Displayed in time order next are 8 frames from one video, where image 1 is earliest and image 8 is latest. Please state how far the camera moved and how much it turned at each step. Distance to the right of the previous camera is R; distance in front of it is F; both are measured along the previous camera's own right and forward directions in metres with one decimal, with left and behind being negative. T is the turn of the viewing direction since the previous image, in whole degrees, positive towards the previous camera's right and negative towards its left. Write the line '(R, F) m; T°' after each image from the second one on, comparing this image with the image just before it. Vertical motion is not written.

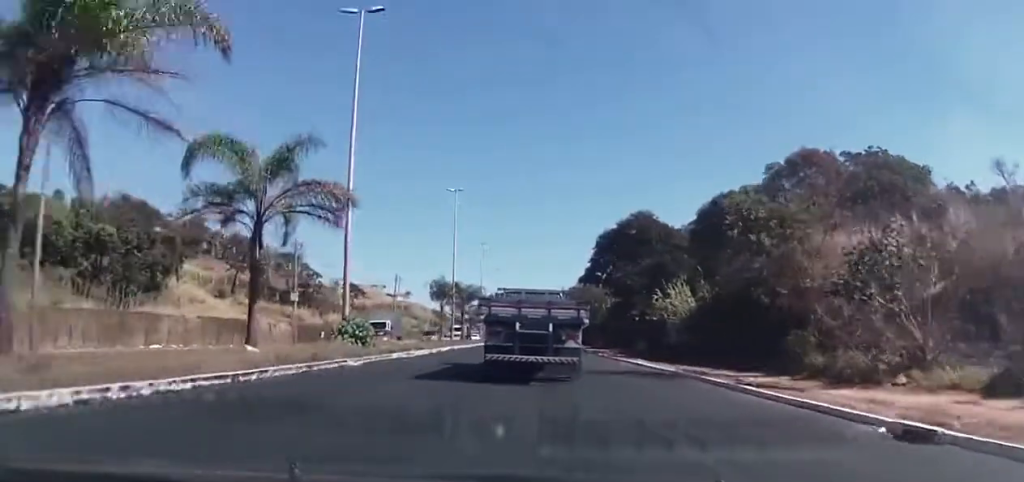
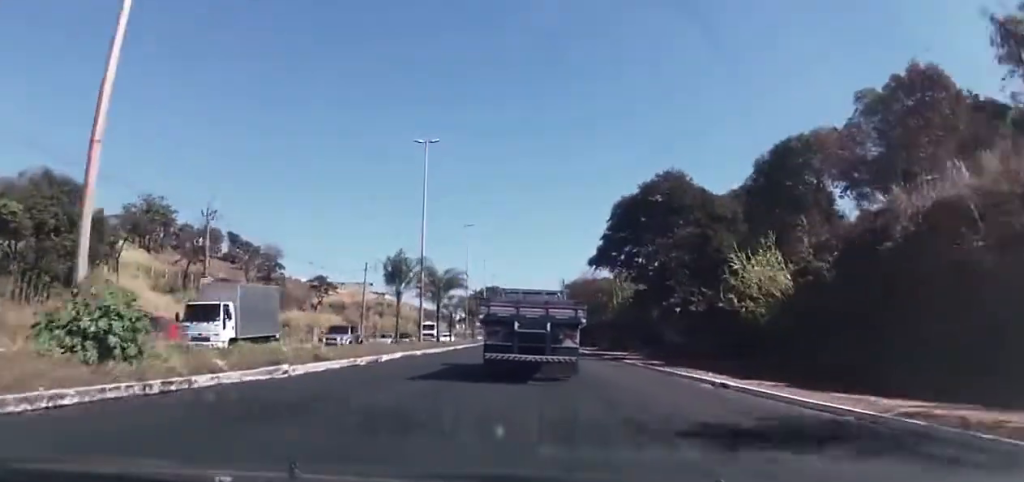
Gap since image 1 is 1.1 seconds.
(-0.5, +16.5) m; 0°
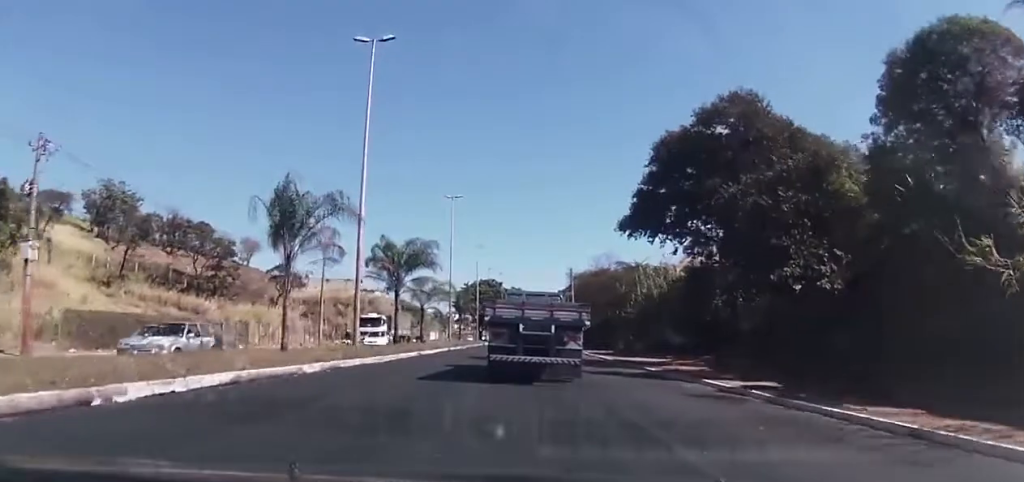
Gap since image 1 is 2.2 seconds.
(+0.4, +18.0) m; 0°
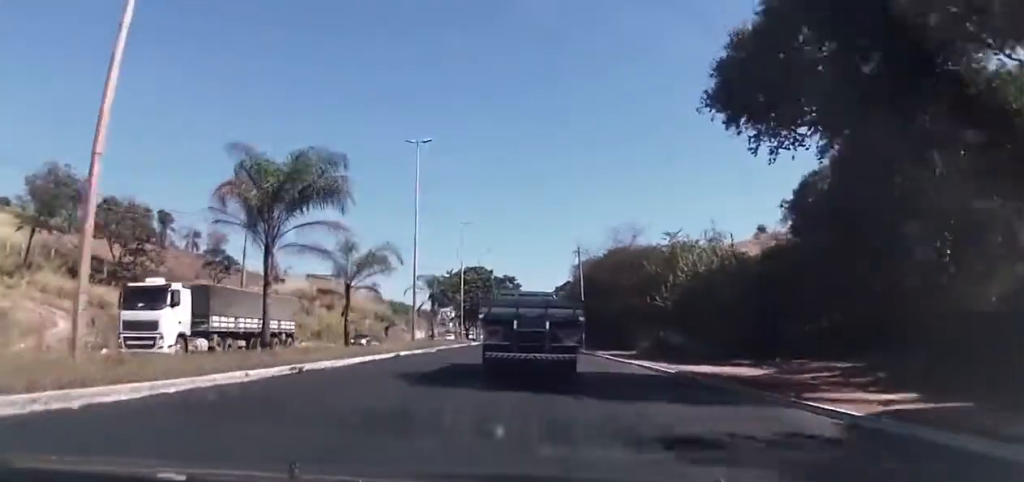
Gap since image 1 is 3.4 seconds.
(-0.2, +19.5) m; +1°
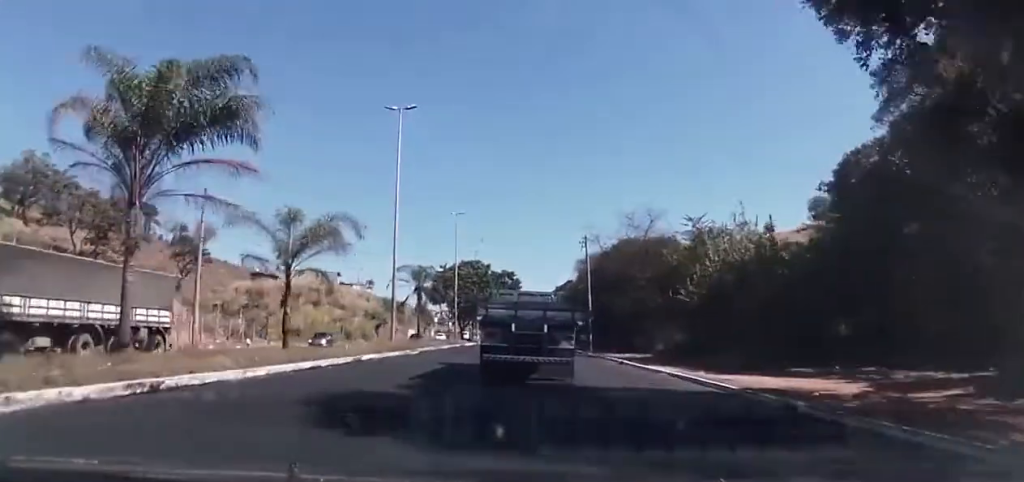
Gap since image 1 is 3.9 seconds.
(+0.3, +7.7) m; +1°
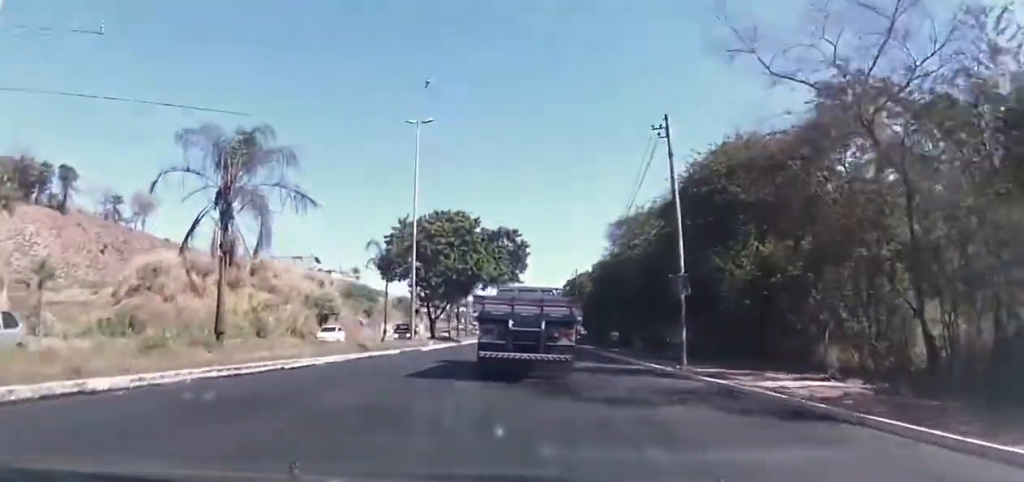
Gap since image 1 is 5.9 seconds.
(-0.5, +35.4) m; 0°
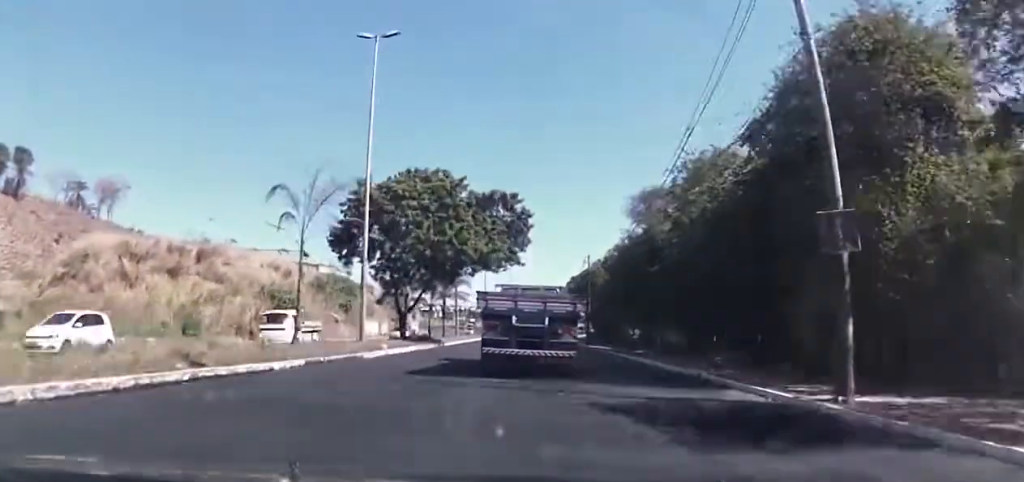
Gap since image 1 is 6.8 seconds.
(+0.2, +15.4) m; 0°
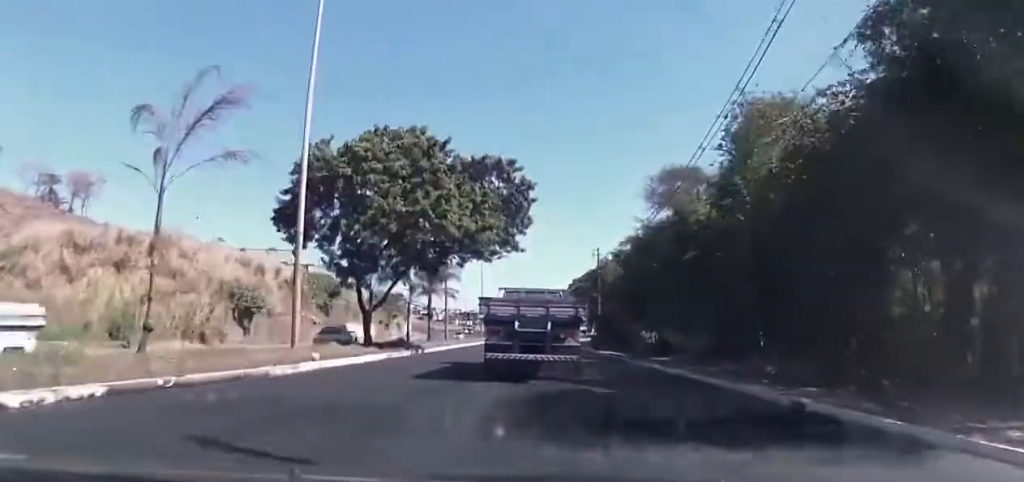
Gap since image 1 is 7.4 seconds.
(-0.1, +10.4) m; 0°
